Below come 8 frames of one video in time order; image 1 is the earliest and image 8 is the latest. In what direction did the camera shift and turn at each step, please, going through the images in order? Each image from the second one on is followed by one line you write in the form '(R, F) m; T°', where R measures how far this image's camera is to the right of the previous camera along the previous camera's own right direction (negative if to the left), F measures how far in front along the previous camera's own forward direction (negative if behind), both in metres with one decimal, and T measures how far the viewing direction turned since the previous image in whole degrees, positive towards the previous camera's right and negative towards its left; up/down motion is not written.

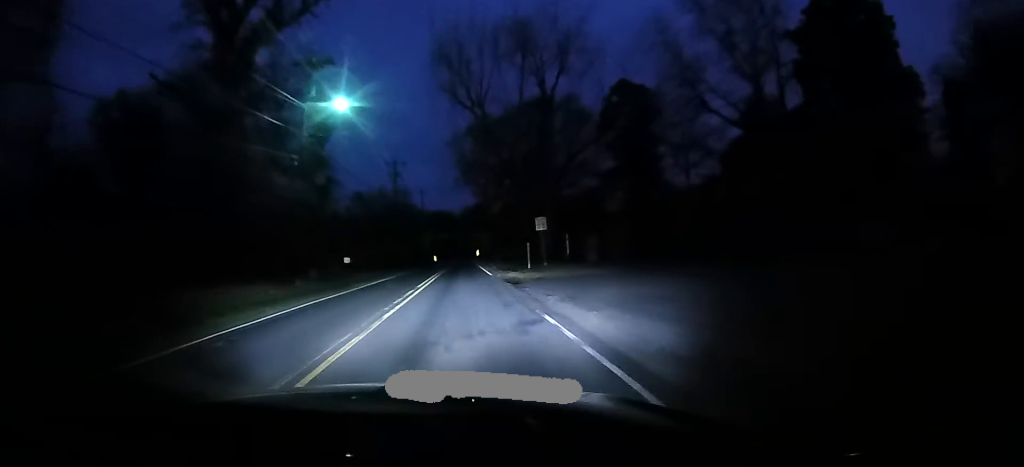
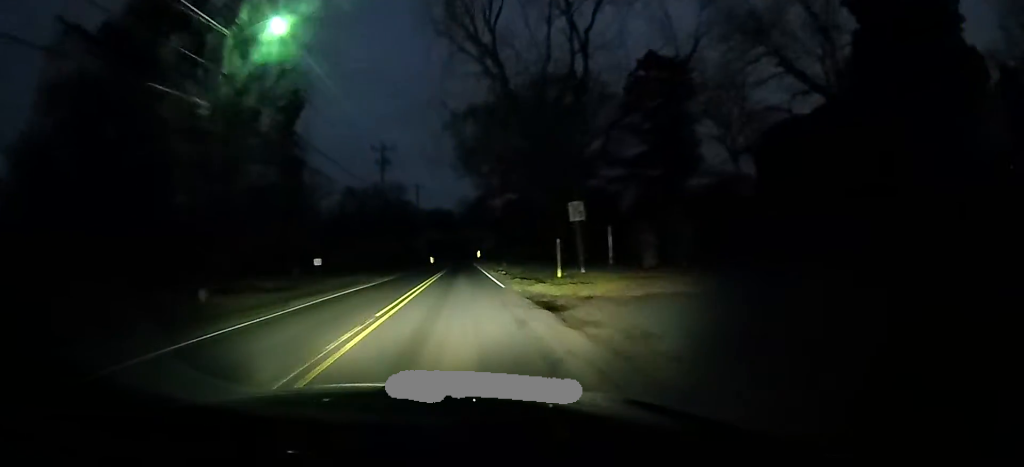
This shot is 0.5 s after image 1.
(+0.2, +9.4) m; 0°
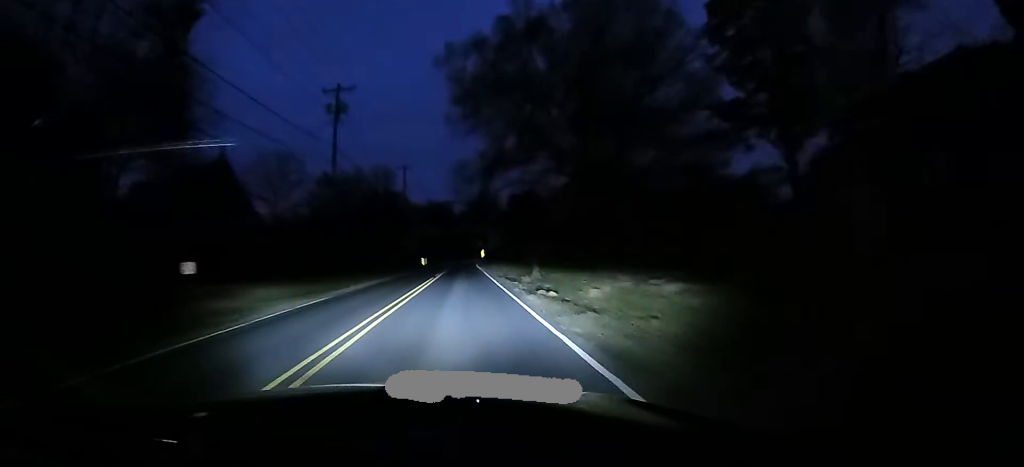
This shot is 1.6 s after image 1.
(0.0, +18.7) m; -1°
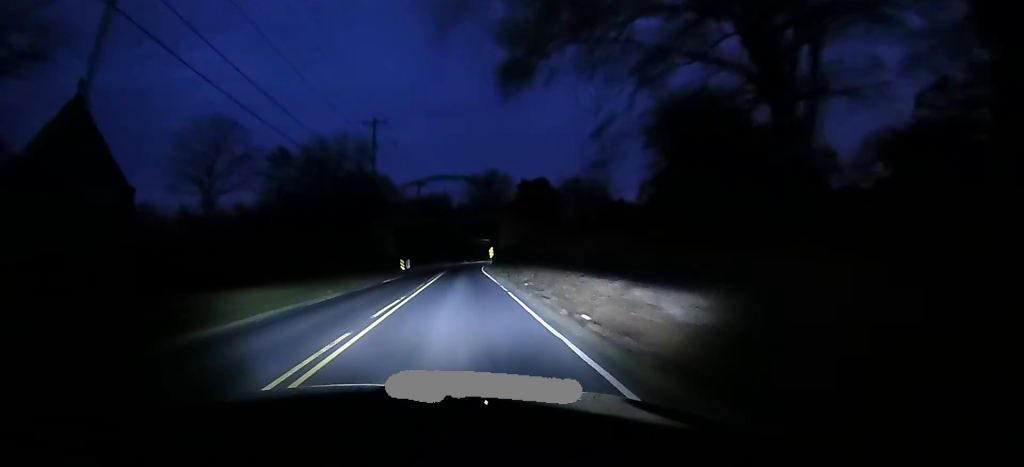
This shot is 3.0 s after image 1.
(-0.2, +22.5) m; -1°
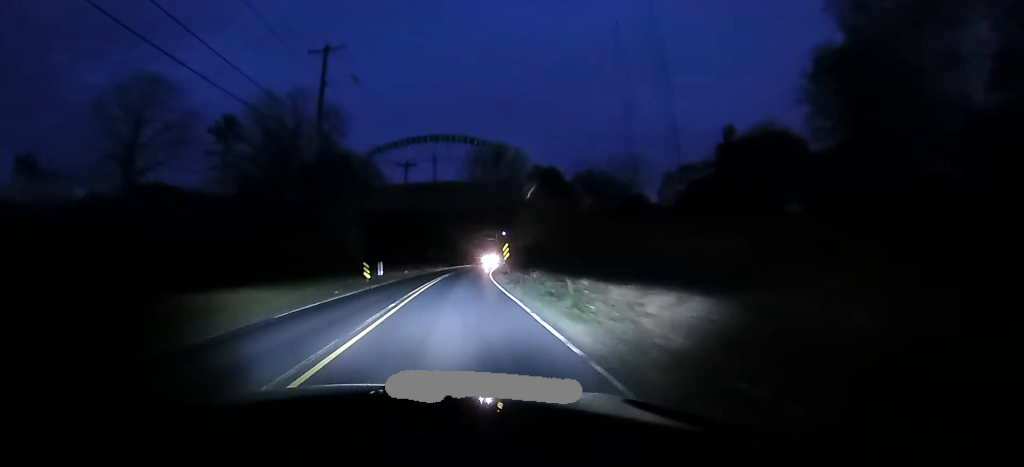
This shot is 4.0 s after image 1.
(-0.1, +16.6) m; 0°
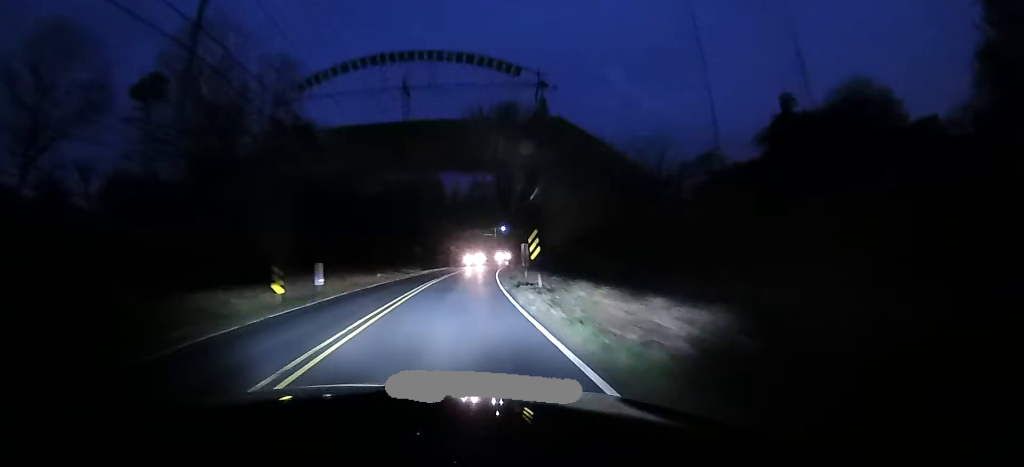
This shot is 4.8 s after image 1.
(+0.1, +14.0) m; +1°
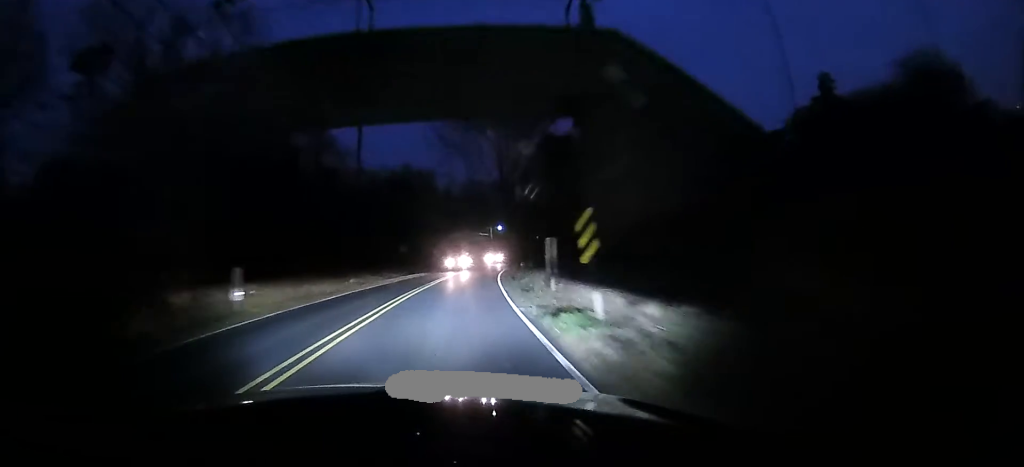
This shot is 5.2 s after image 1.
(0.0, +7.7) m; 0°
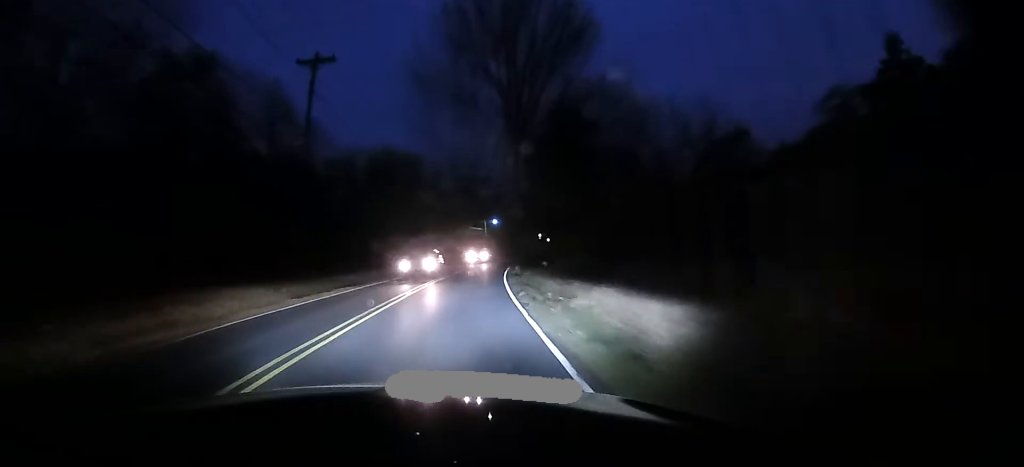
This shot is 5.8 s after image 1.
(+0.2, +10.8) m; 0°
